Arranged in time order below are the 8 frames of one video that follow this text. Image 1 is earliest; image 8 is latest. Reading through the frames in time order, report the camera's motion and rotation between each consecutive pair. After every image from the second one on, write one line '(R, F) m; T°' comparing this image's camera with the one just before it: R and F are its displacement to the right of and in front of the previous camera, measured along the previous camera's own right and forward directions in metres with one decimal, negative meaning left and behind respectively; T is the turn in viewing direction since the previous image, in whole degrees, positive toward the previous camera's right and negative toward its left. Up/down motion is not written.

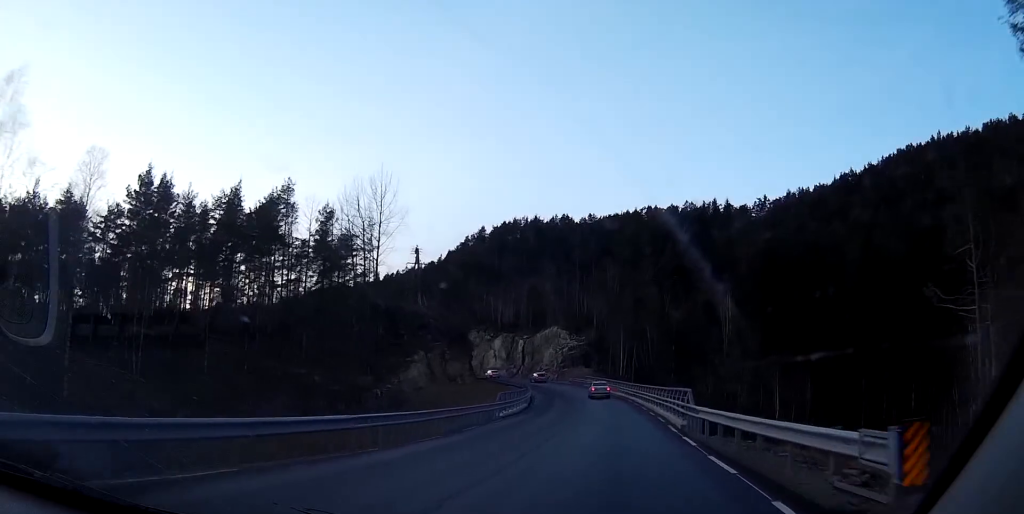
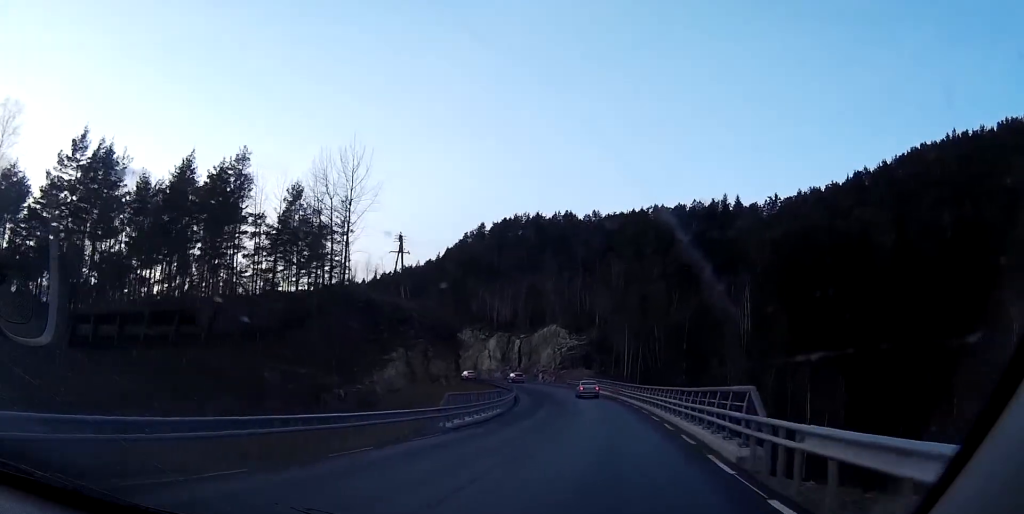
(-0.1, +11.6) m; -1°
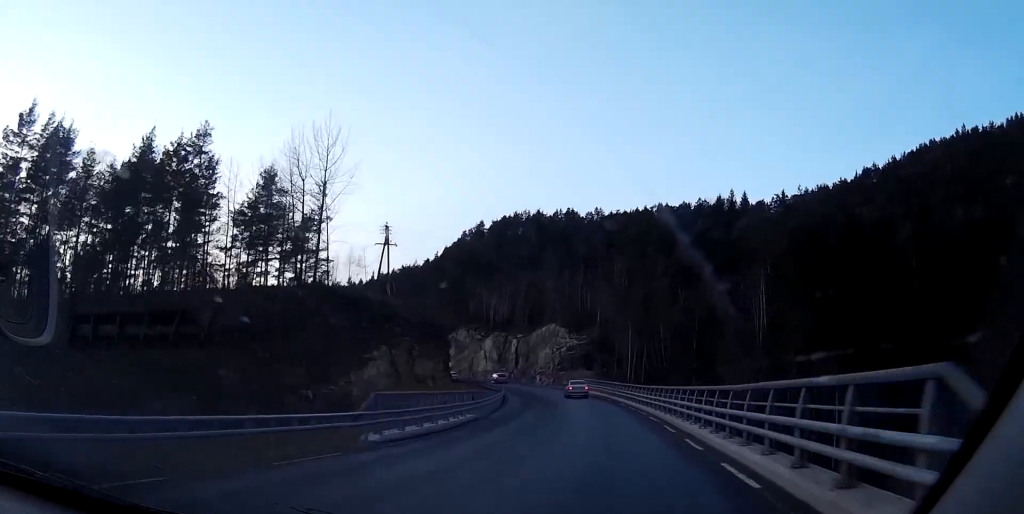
(0.0, +7.9) m; -1°
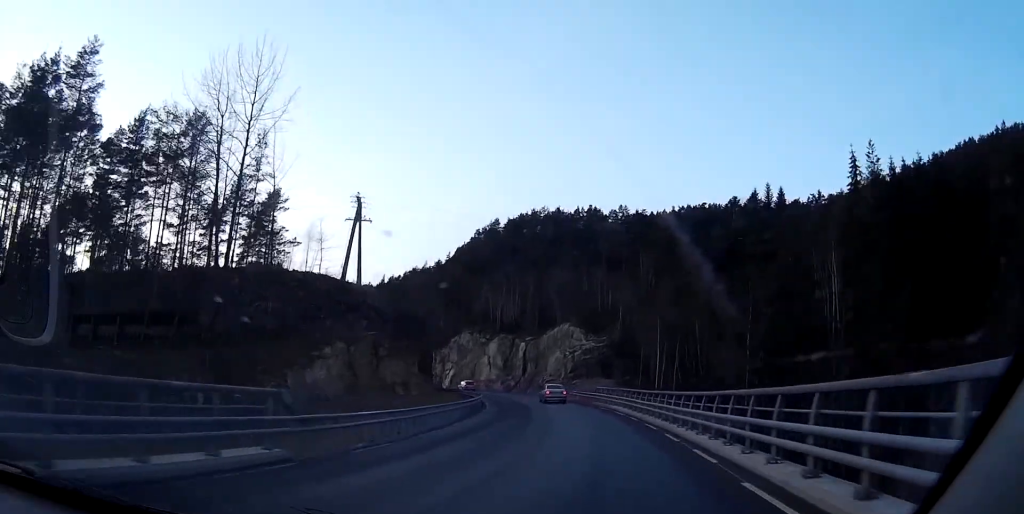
(-0.2, +20.0) m; -2°
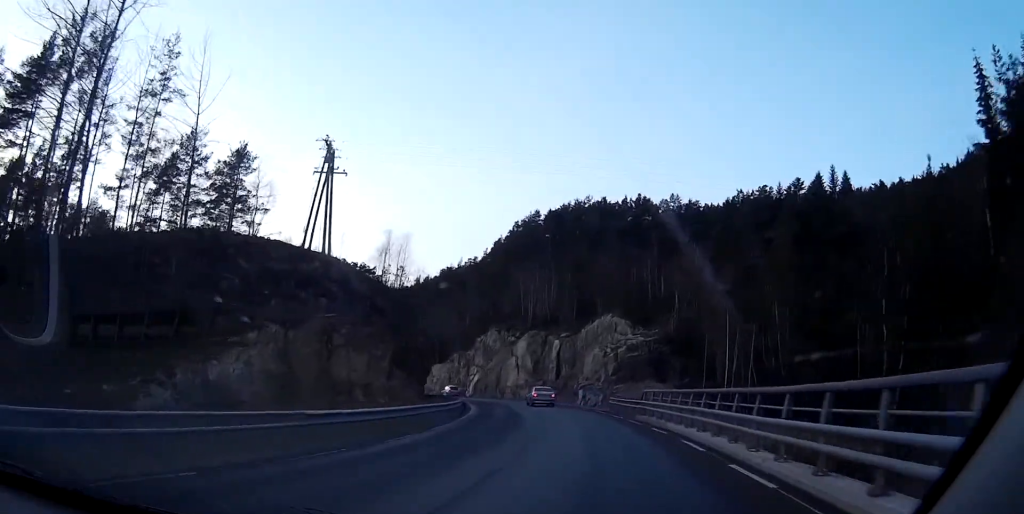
(-0.4, +21.5) m; -3°
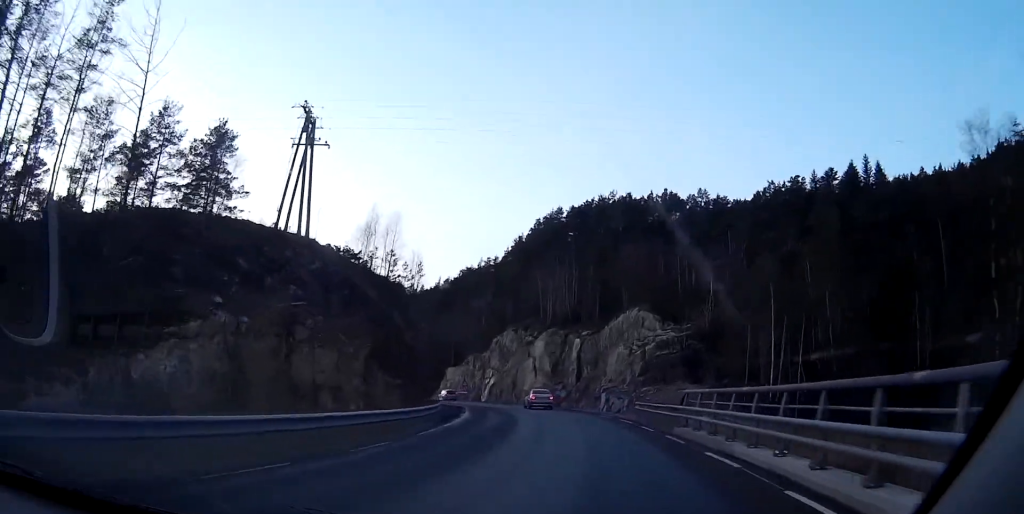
(-0.2, +9.3) m; -2°
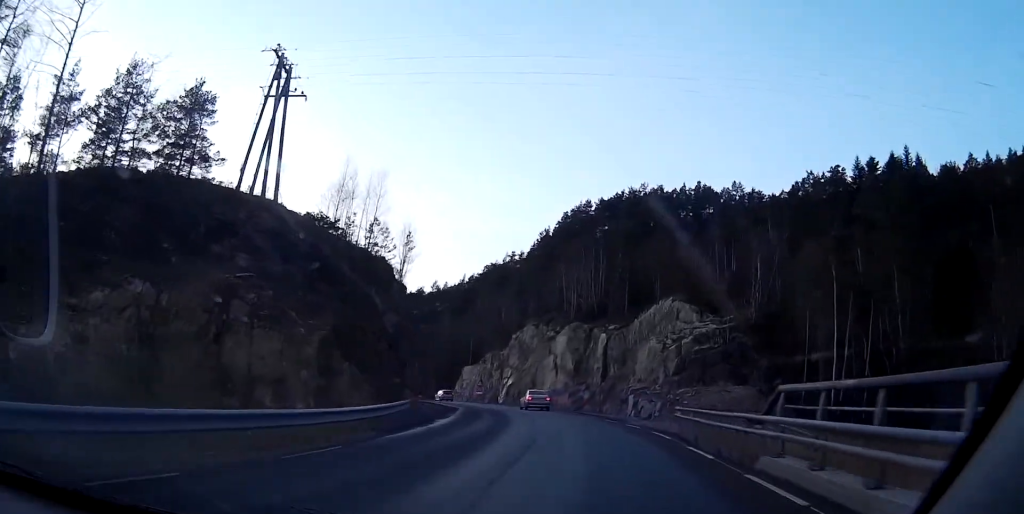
(-0.2, +9.7) m; -2°
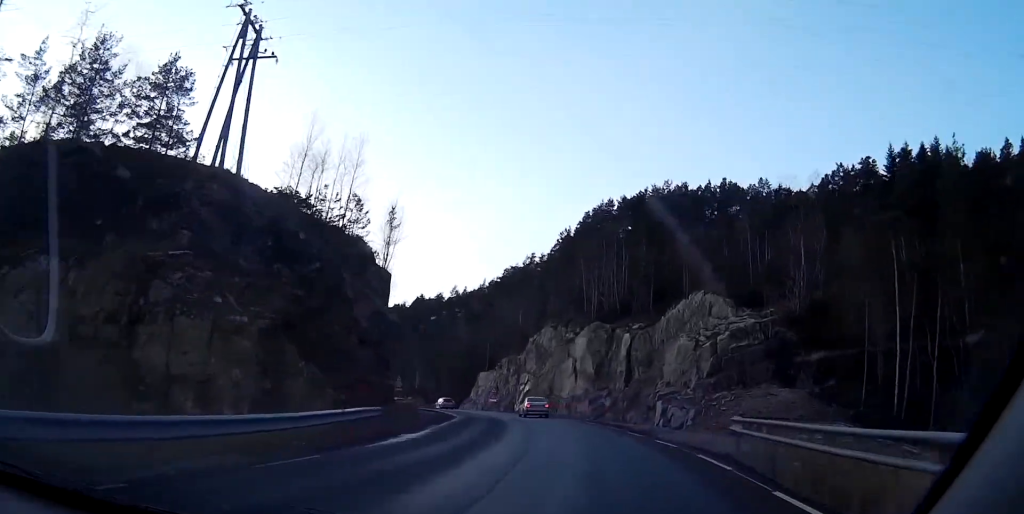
(-0.2, +7.2) m; -2°
